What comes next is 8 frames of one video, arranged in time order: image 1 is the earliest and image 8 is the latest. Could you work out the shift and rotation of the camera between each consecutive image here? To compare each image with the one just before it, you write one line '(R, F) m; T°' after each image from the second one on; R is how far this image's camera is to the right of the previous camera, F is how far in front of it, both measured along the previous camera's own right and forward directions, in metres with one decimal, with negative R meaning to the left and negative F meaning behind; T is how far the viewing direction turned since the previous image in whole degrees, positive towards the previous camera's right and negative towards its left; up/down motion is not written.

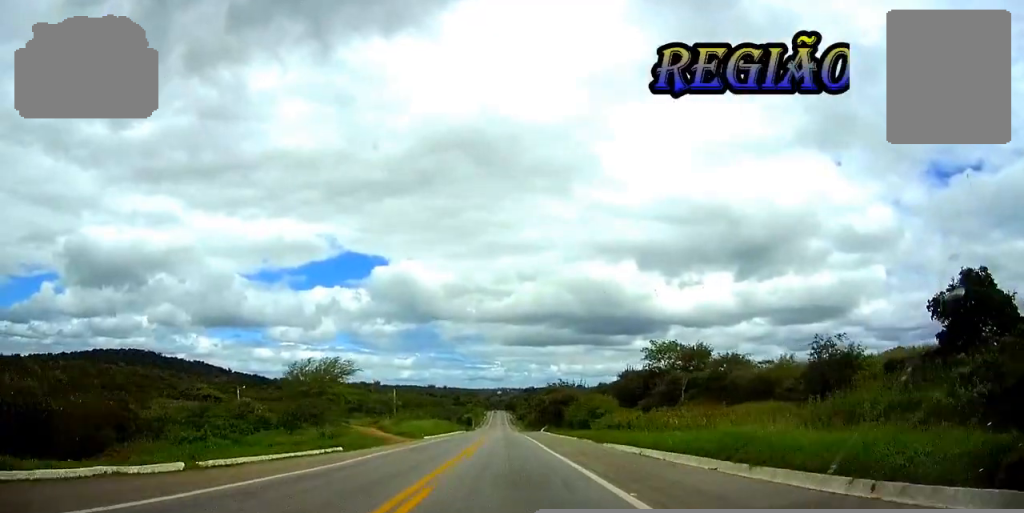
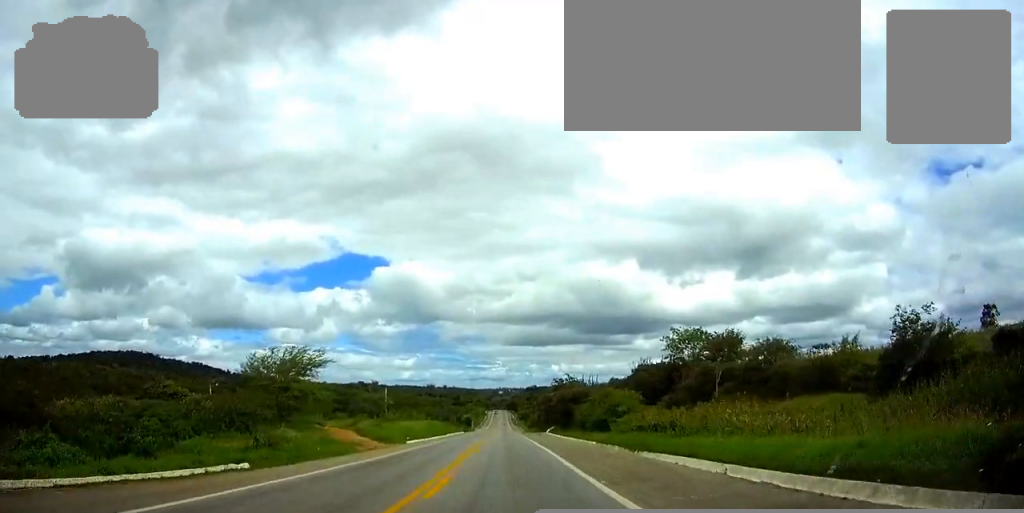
(0.0, +11.8) m; 0°
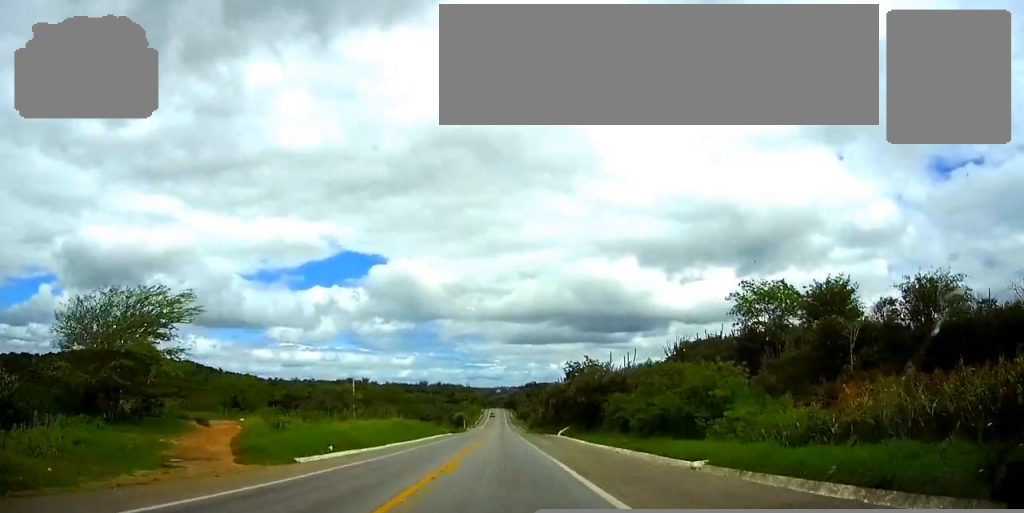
(0.0, +26.5) m; 0°
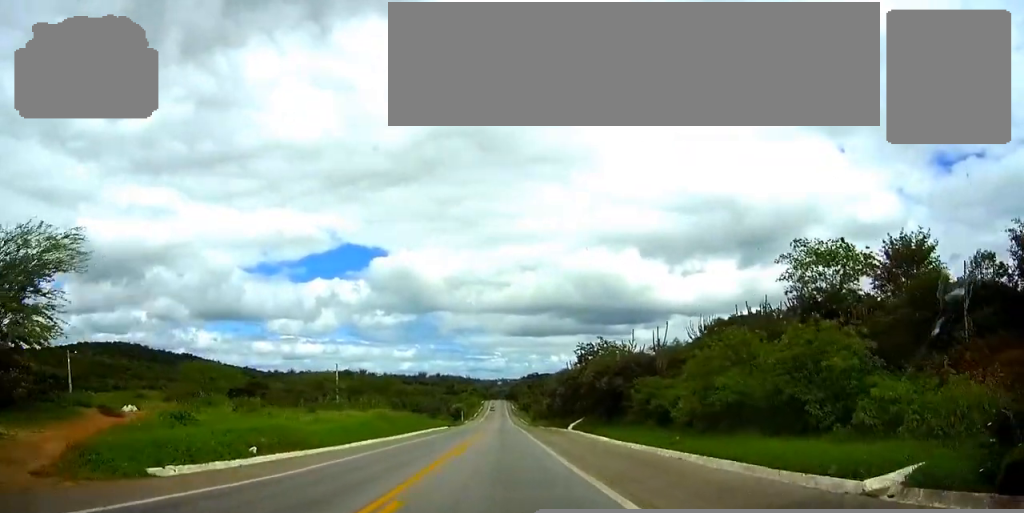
(+0.1, +11.2) m; 0°
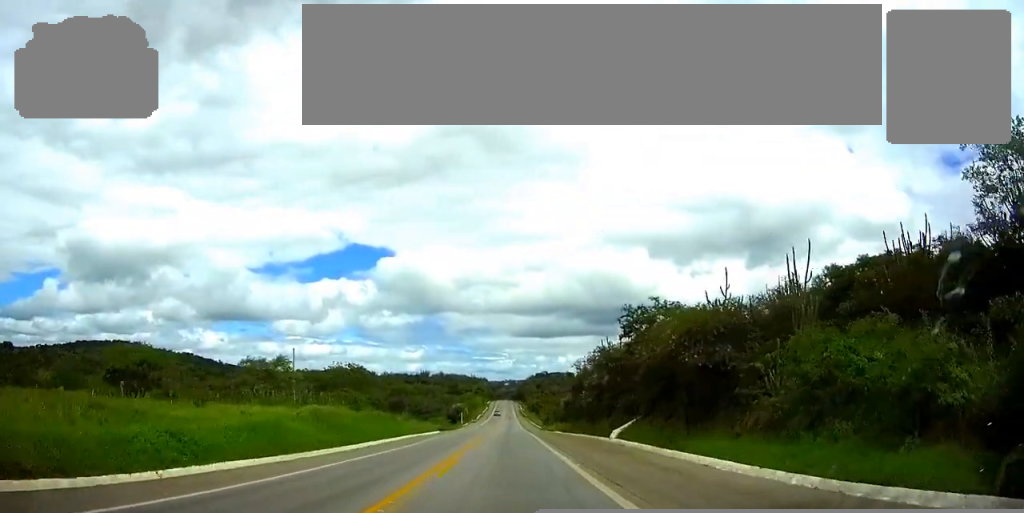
(-0.1, +22.6) m; 0°
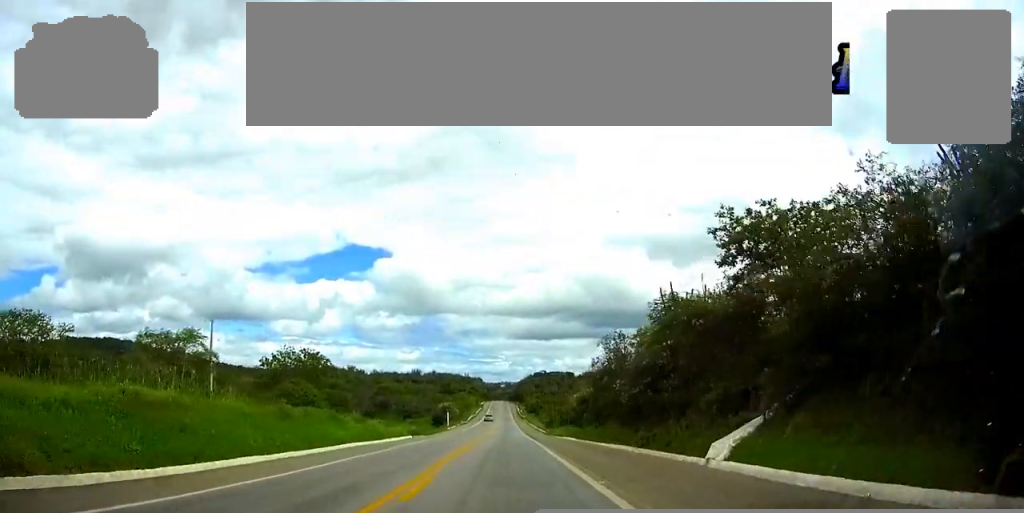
(0.0, +20.9) m; 0°
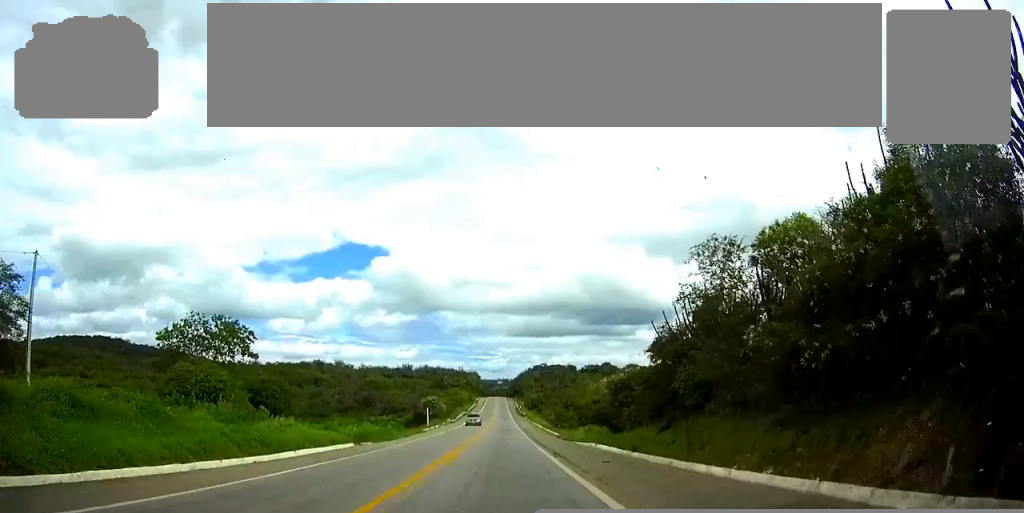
(+0.1, +23.7) m; 0°
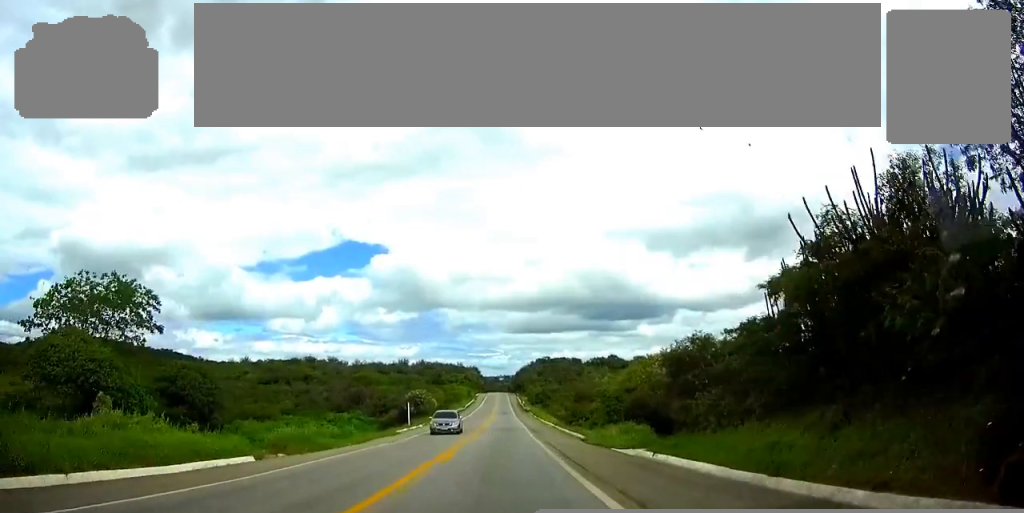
(0.0, +16.7) m; 0°
